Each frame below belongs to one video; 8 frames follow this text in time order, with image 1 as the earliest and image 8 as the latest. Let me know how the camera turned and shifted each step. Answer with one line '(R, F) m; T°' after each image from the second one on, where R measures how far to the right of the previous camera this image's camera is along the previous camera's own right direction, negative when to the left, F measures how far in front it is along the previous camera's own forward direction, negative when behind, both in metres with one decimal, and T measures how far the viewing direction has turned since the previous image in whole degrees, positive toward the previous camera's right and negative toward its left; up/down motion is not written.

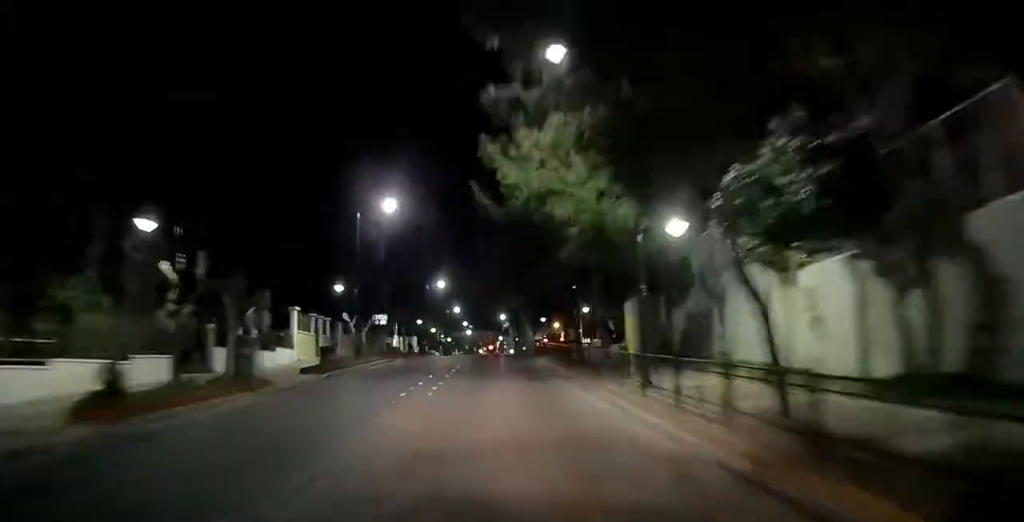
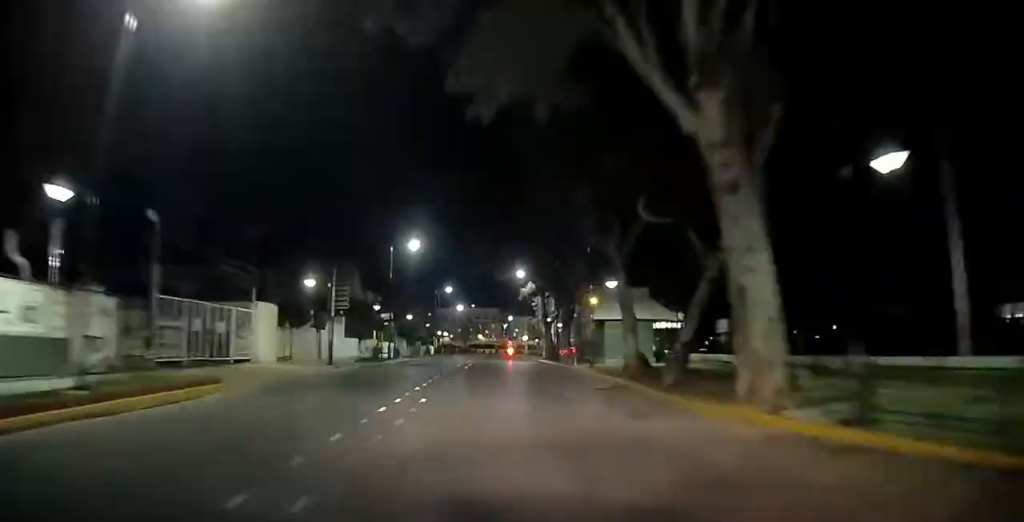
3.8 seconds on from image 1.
(+0.1, +54.2) m; -3°
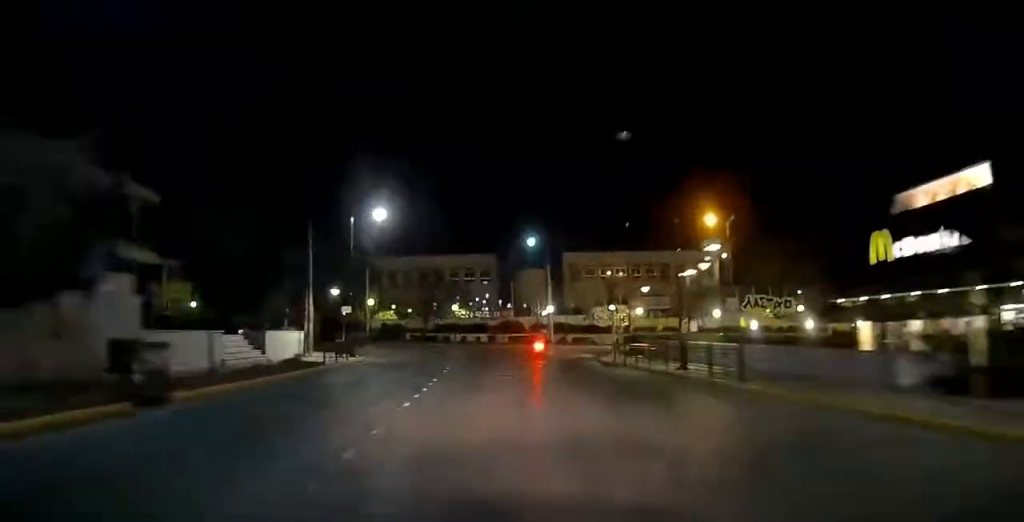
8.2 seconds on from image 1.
(-0.8, +55.6) m; -15°
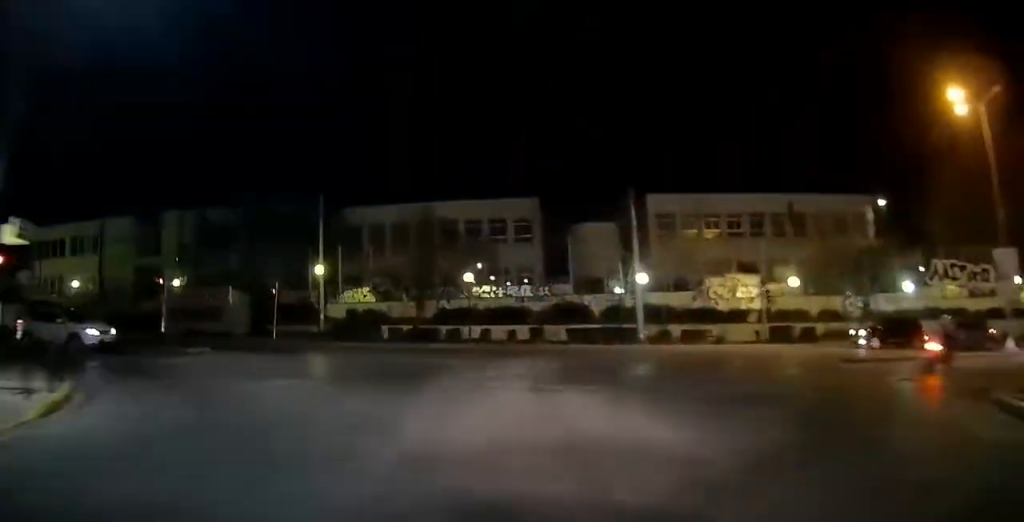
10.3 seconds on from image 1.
(-0.5, +24.7) m; -20°
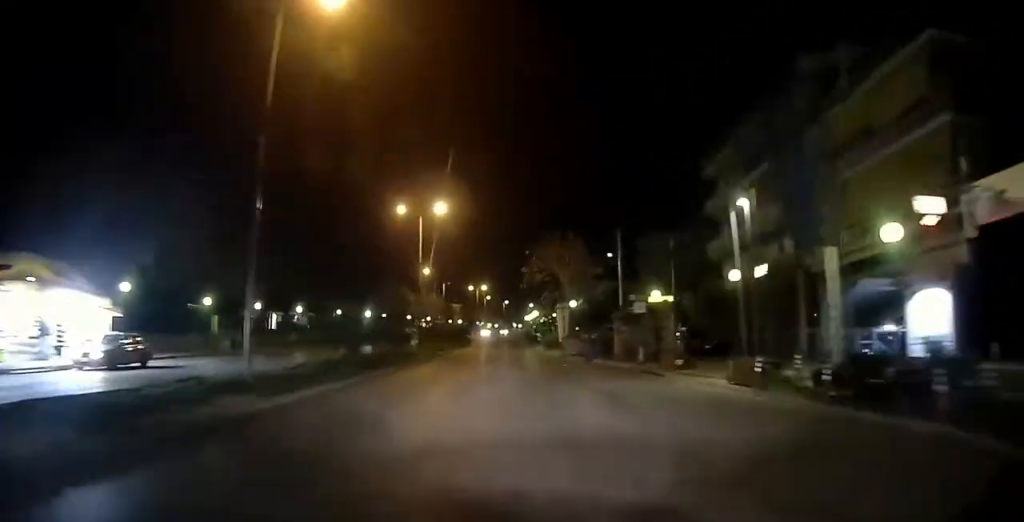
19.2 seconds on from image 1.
(-56.6, +69.9) m; -51°
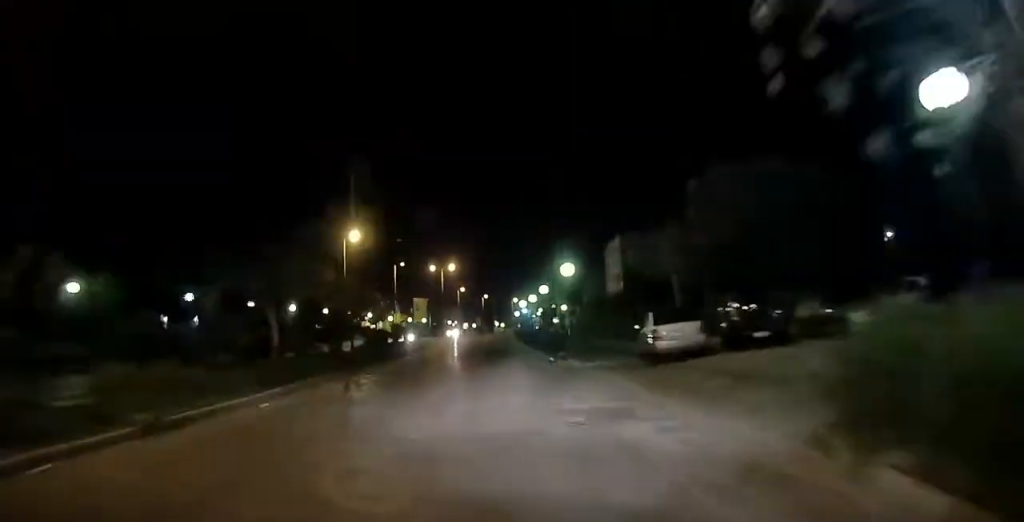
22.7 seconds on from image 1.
(0.0, +41.6) m; 0°
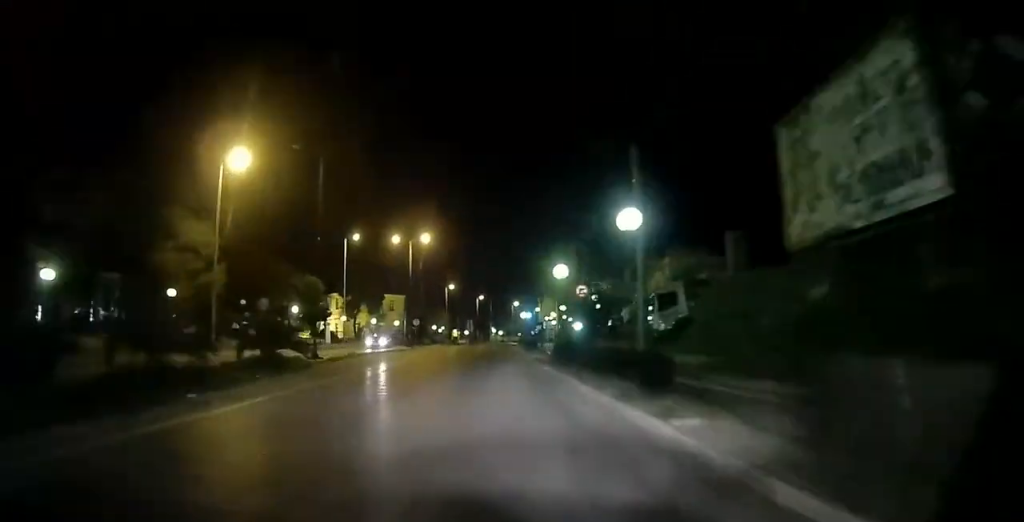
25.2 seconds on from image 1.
(-0.2, +30.2) m; 0°
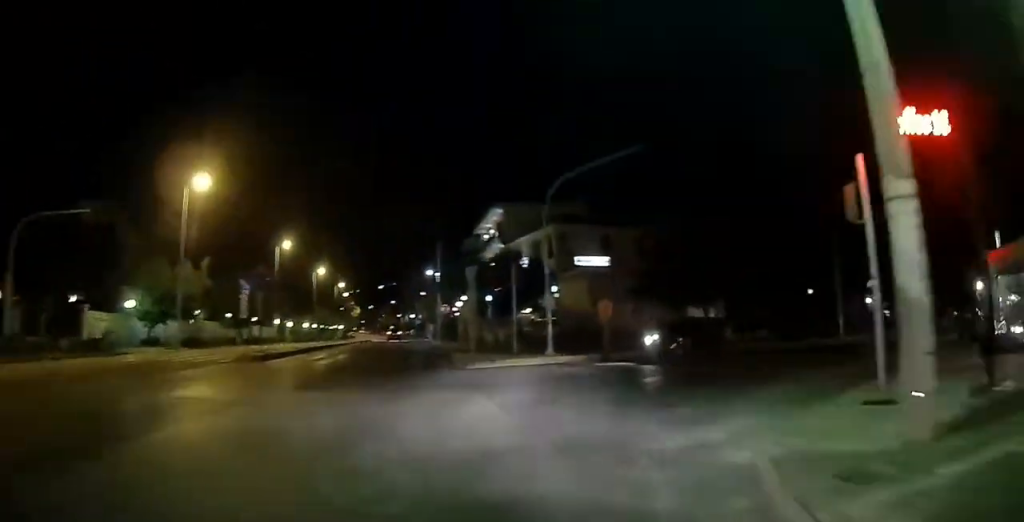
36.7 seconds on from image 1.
(+15.8, +124.7) m; +42°
